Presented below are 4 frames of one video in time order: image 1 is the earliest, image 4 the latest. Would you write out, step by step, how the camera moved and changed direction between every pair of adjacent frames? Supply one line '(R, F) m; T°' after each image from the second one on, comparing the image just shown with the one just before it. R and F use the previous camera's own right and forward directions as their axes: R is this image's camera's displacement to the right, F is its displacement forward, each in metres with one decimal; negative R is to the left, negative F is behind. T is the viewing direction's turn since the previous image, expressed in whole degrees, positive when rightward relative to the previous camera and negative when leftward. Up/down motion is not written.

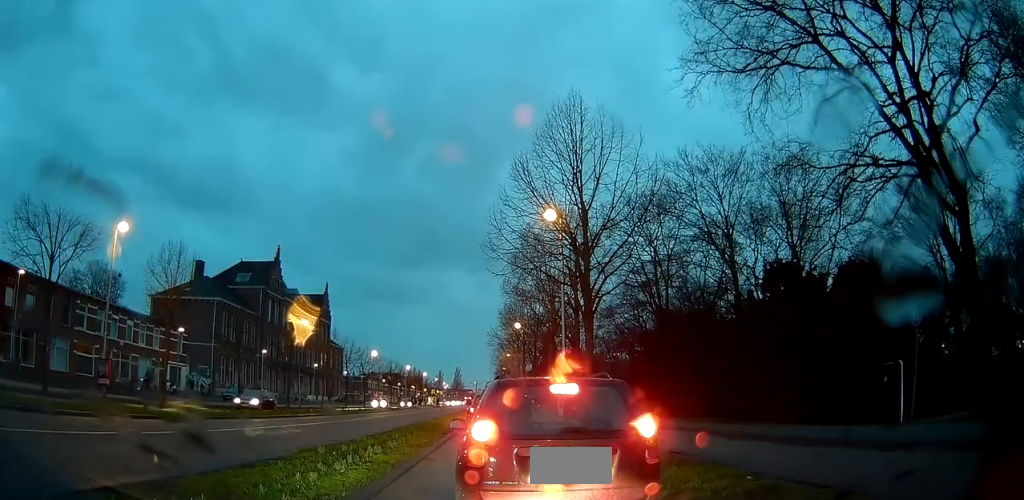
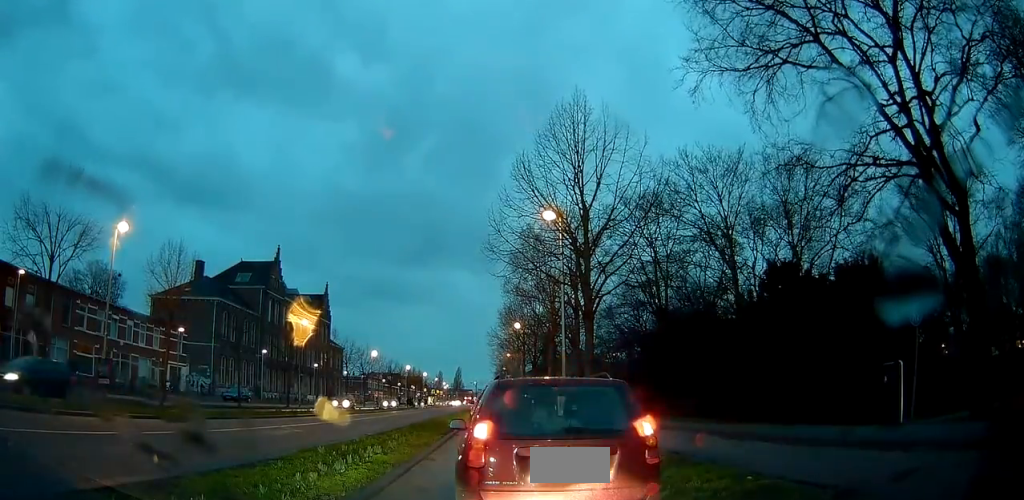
(0.0, 0.0) m; 0°
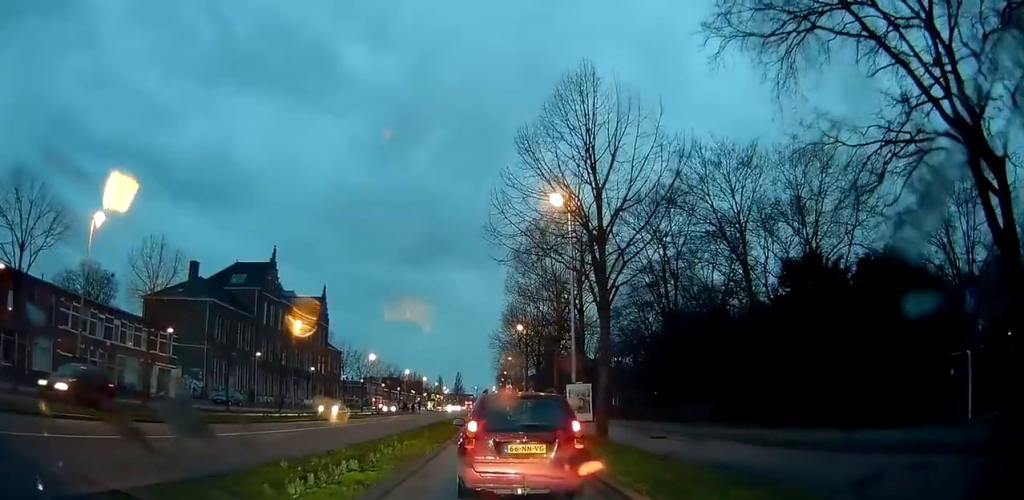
(+0.2, +2.9) m; +4°
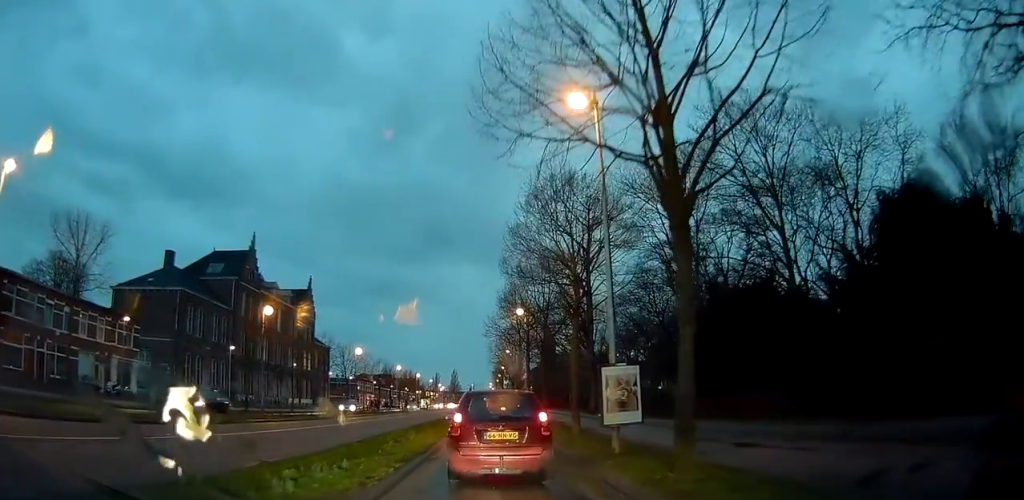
(-0.4, +6.8) m; -5°
